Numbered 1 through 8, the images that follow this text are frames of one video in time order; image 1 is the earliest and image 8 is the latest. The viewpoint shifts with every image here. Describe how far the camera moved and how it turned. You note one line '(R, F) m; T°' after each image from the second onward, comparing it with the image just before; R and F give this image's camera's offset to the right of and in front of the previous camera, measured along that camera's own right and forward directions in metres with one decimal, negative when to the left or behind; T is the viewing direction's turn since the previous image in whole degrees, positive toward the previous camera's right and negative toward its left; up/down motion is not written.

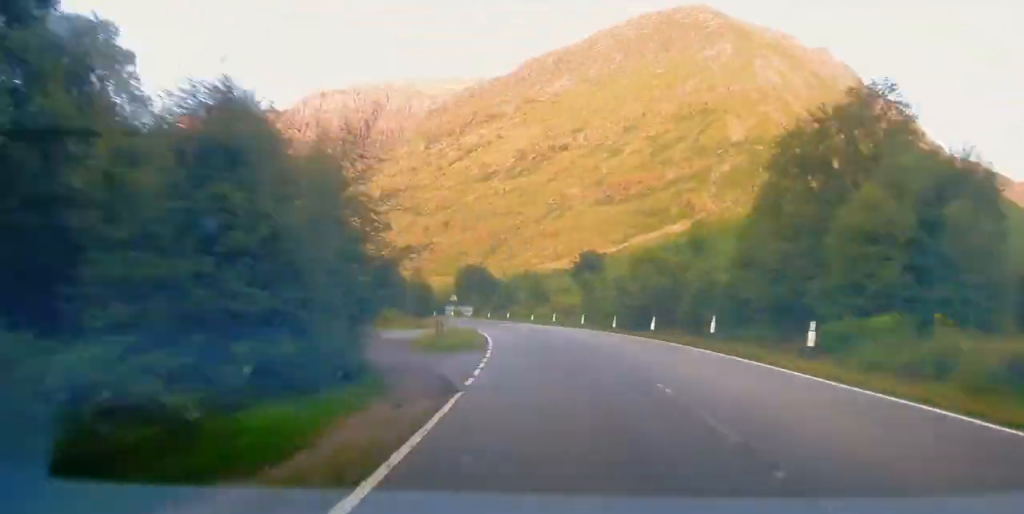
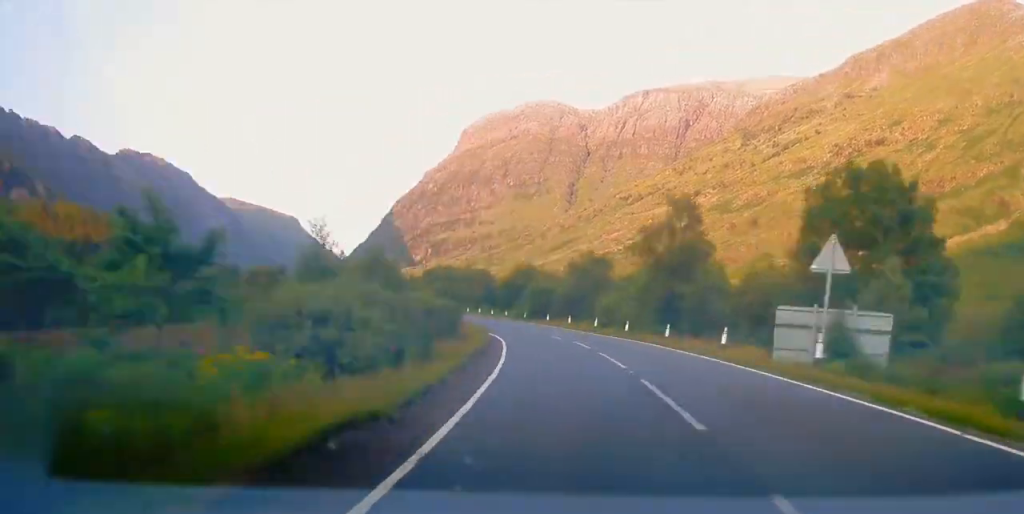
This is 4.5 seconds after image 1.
(-10.7, +88.1) m; -14°
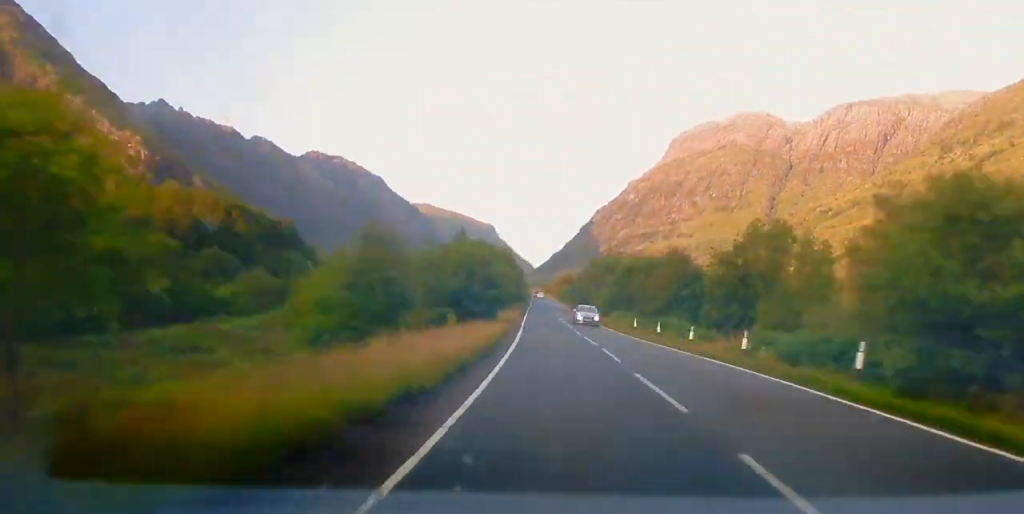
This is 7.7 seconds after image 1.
(-10.6, +64.2) m; -5°
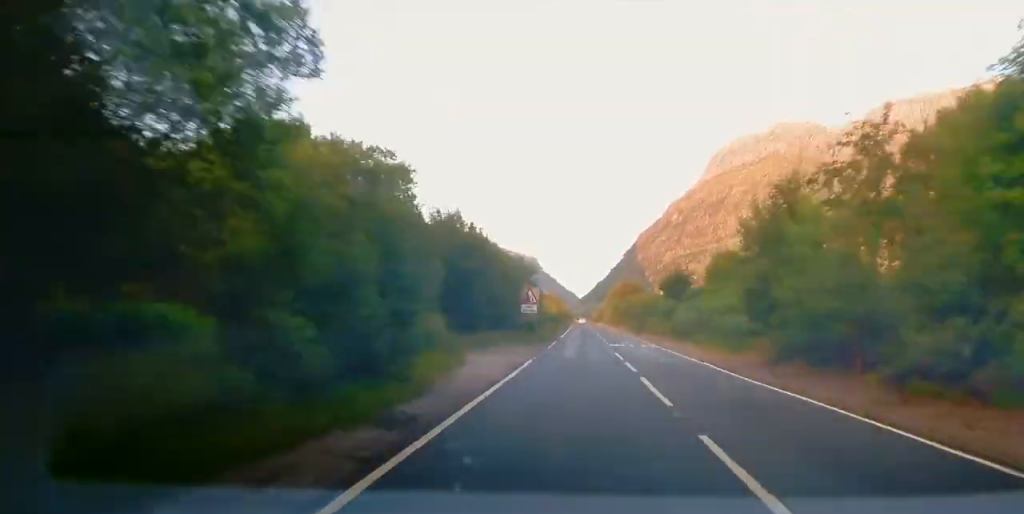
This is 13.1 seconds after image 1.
(-9.5, +108.8) m; -5°
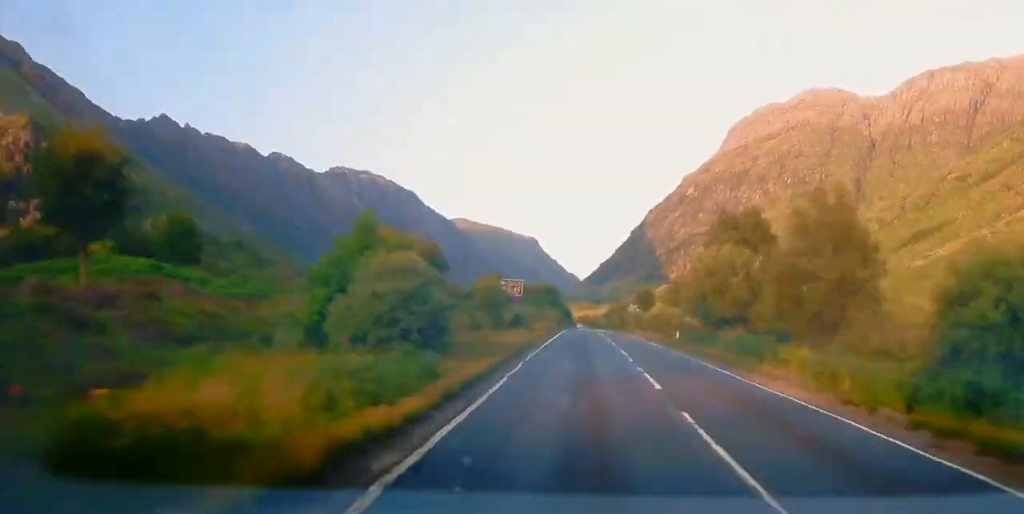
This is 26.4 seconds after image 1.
(-1.9, +278.6) m; 0°
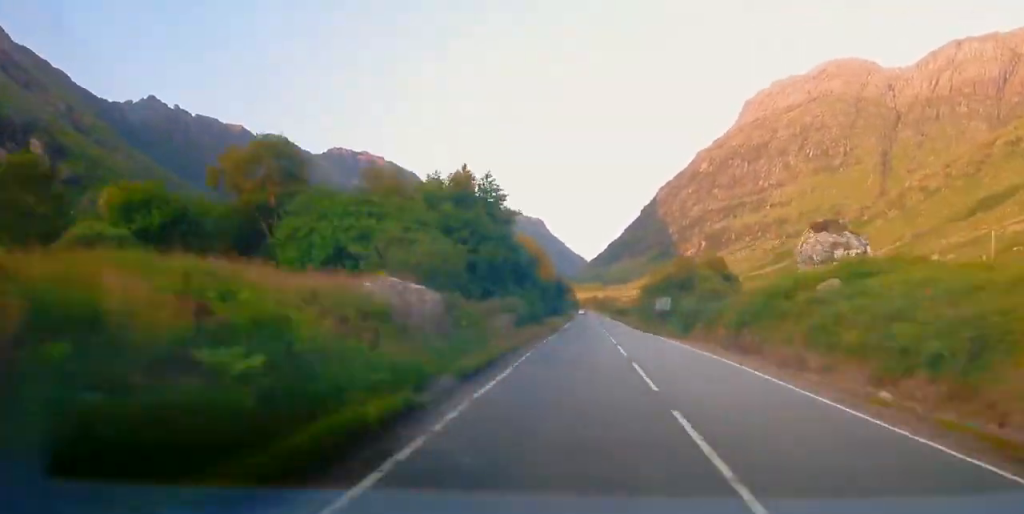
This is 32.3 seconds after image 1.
(+0.1, +125.9) m; 0°
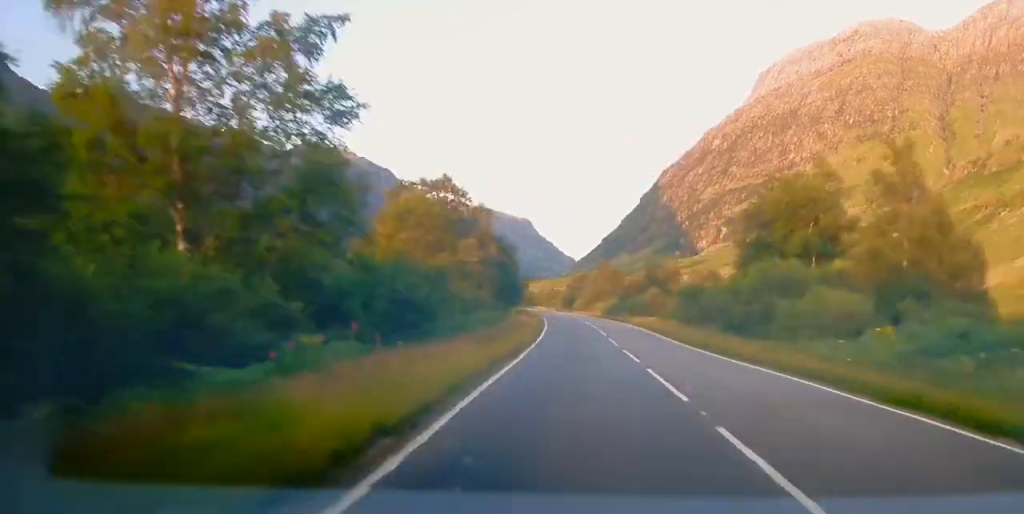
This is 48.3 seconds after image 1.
(-5.3, +350.5) m; -5°
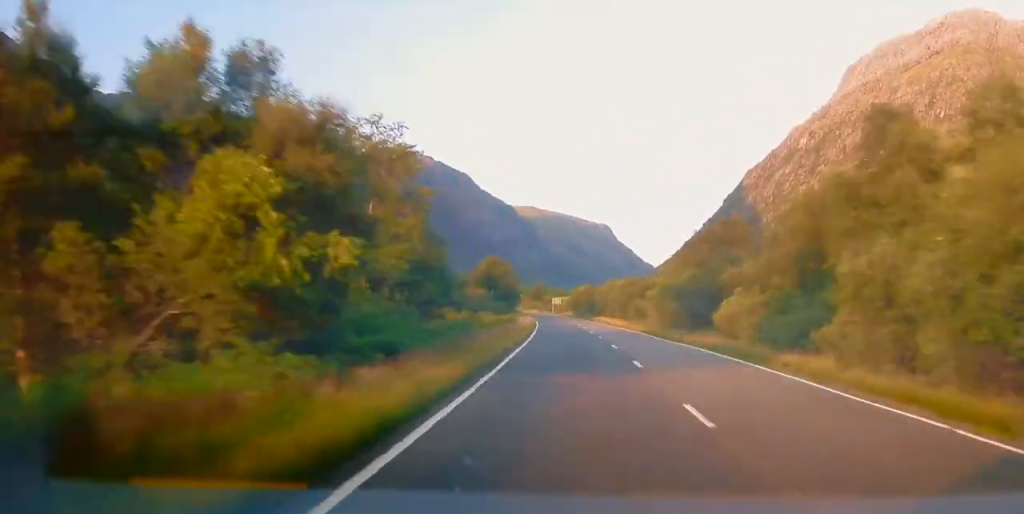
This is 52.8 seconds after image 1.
(-1.8, +98.9) m; -4°
